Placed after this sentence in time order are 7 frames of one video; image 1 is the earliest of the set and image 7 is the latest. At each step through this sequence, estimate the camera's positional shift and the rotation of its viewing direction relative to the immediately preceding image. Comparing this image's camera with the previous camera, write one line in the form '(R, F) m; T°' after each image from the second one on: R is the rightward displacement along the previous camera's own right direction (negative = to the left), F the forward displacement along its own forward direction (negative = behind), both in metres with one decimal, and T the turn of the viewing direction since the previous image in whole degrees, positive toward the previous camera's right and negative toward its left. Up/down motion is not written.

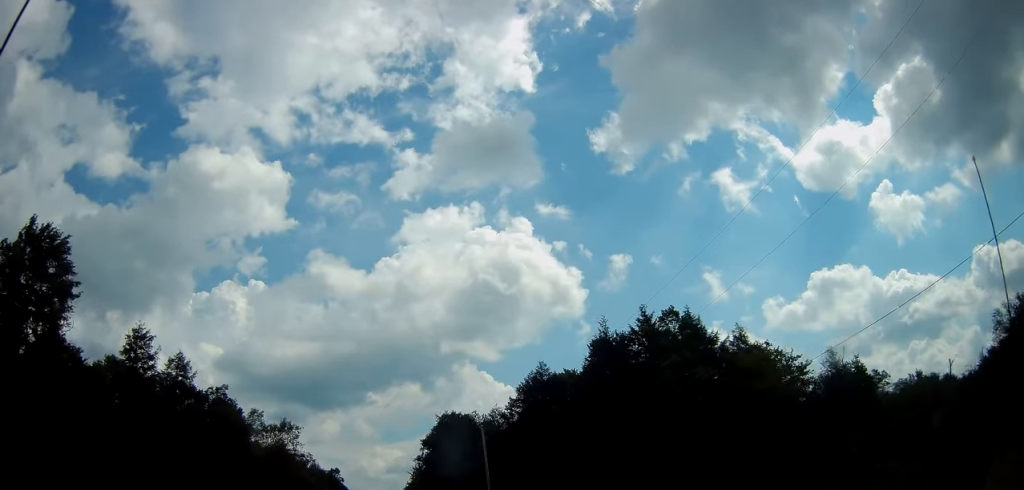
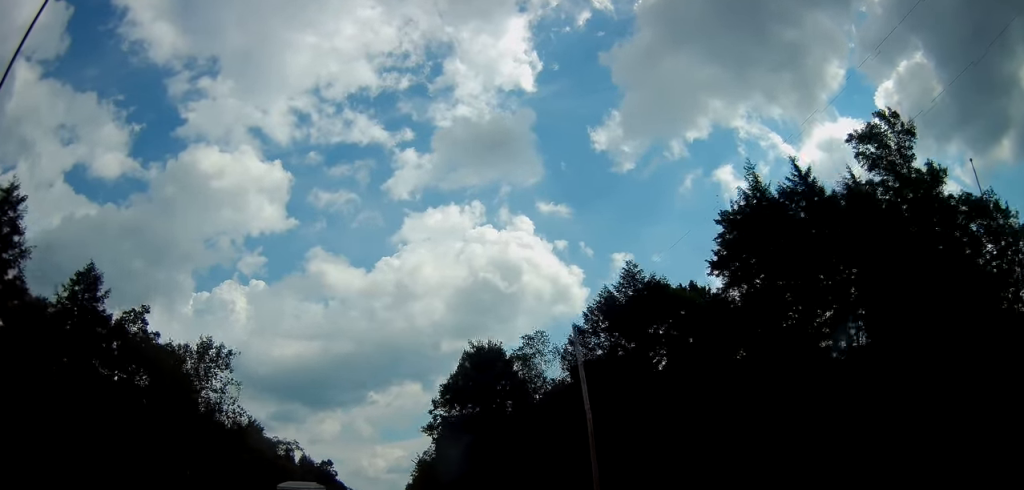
(+0.2, +26.3) m; +1°
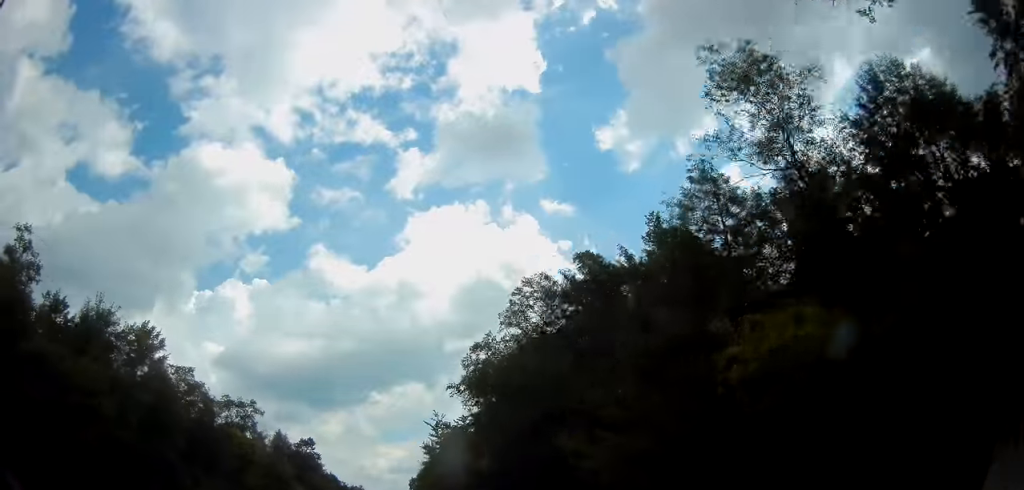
(-0.1, +45.1) m; -1°
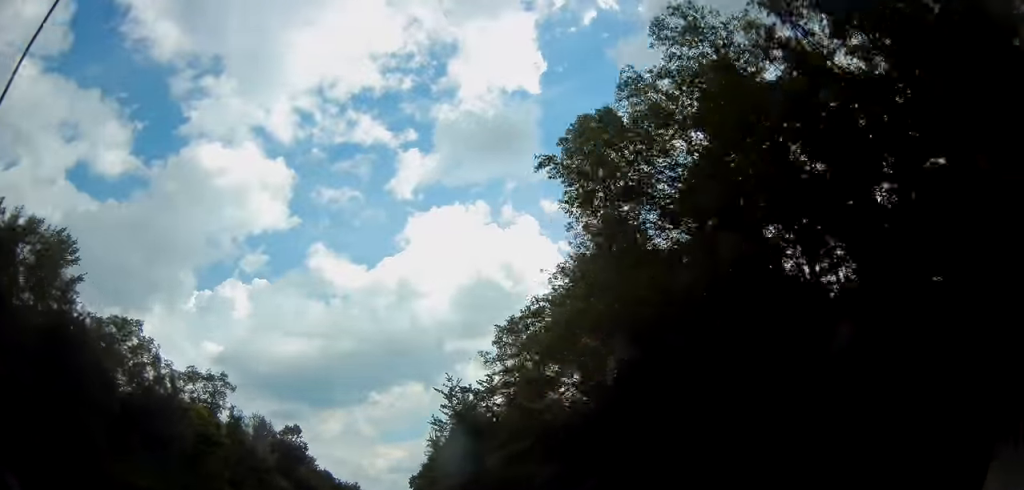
(-0.3, +18.1) m; 0°
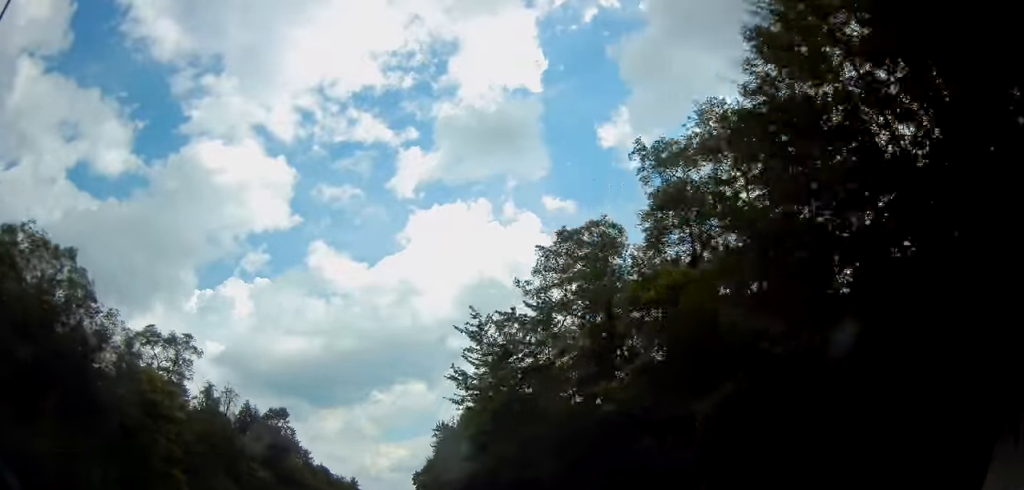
(+0.2, +16.5) m; +1°
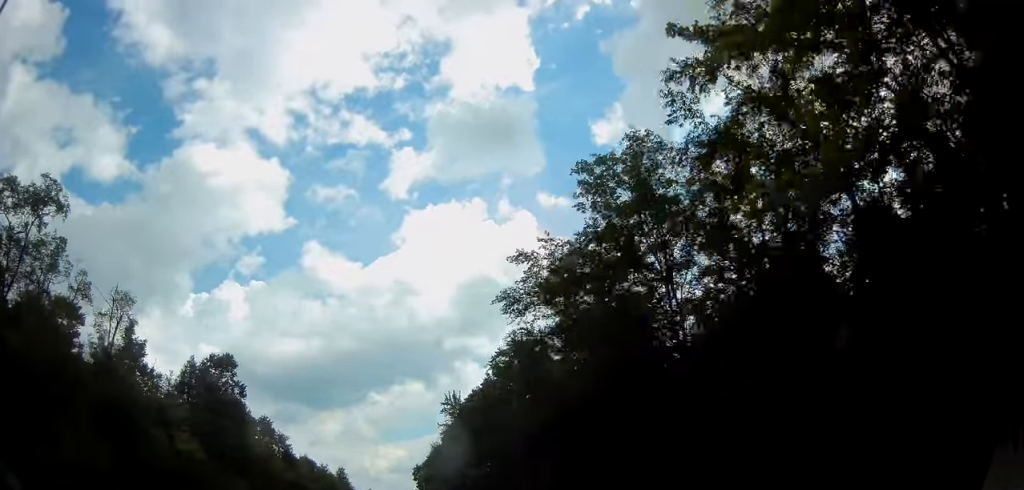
(+0.1, +32.1) m; 0°
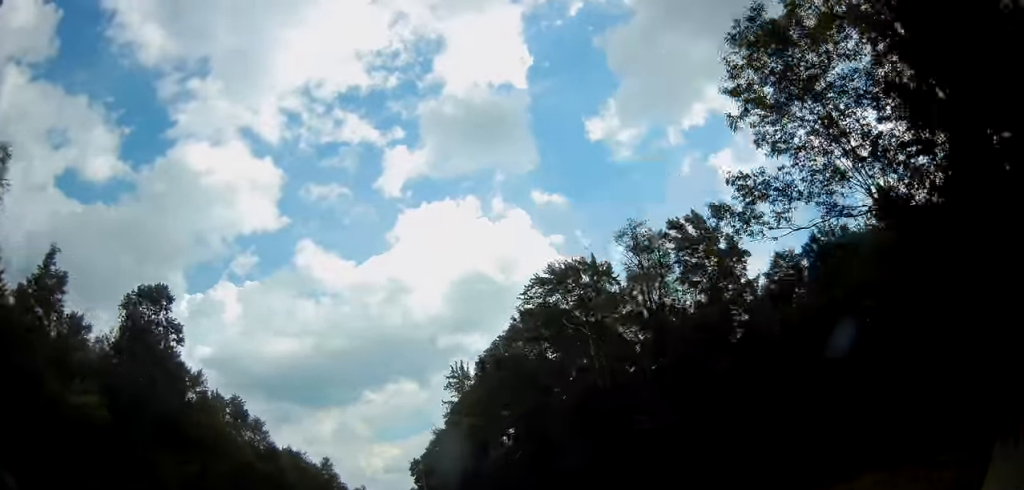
(+0.1, +19.7) m; 0°
